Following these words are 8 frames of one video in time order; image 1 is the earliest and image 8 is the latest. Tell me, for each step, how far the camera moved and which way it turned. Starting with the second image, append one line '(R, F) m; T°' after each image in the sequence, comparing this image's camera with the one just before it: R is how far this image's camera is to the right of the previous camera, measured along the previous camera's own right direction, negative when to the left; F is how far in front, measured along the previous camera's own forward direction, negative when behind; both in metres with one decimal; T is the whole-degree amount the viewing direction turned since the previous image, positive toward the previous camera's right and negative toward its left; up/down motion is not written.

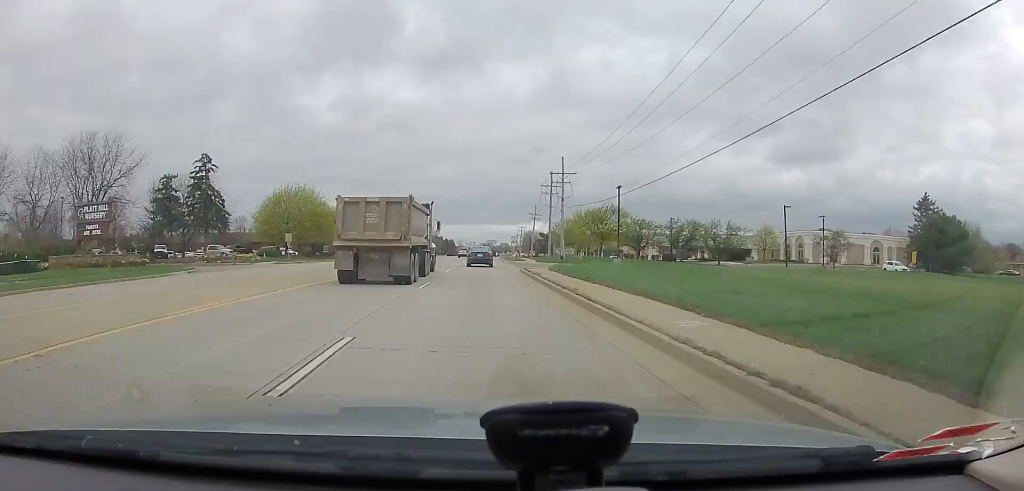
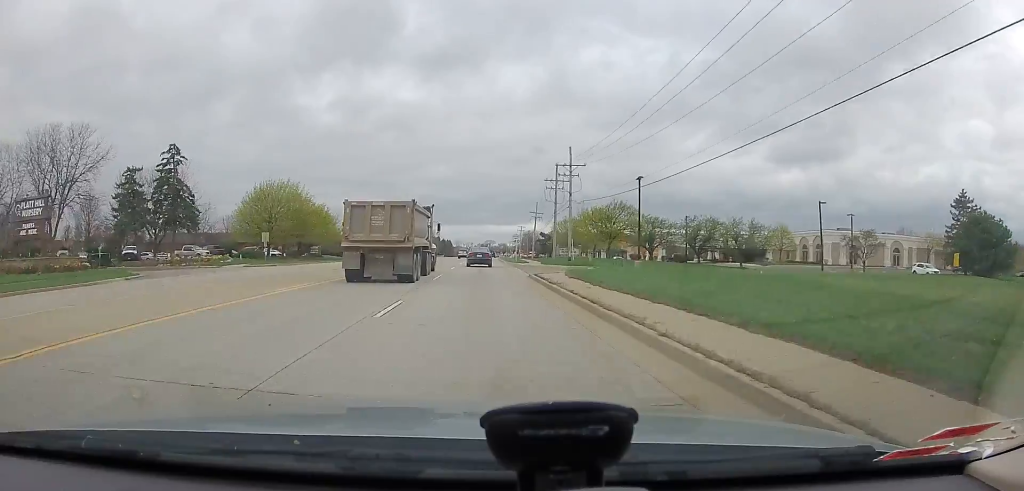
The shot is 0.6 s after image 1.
(+0.1, +6.5) m; 0°
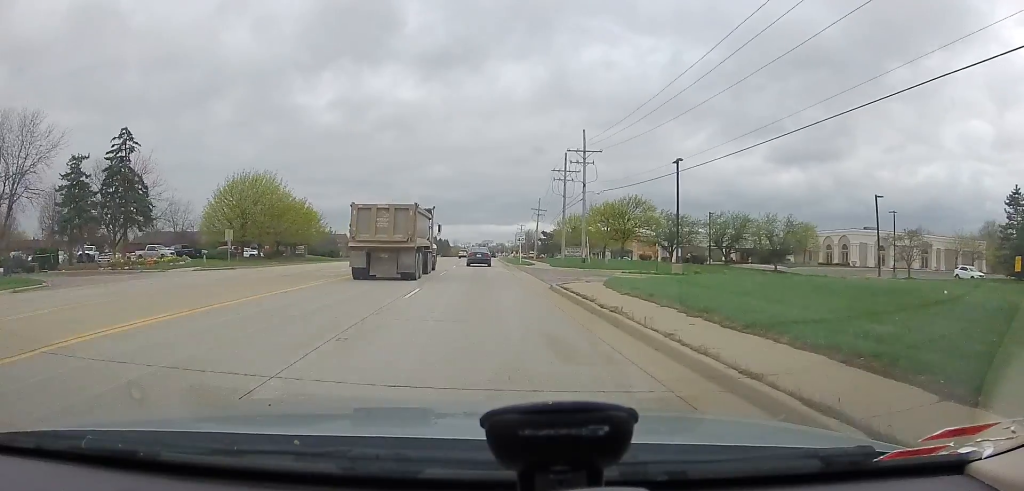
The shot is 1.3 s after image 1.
(-0.2, +8.0) m; 0°
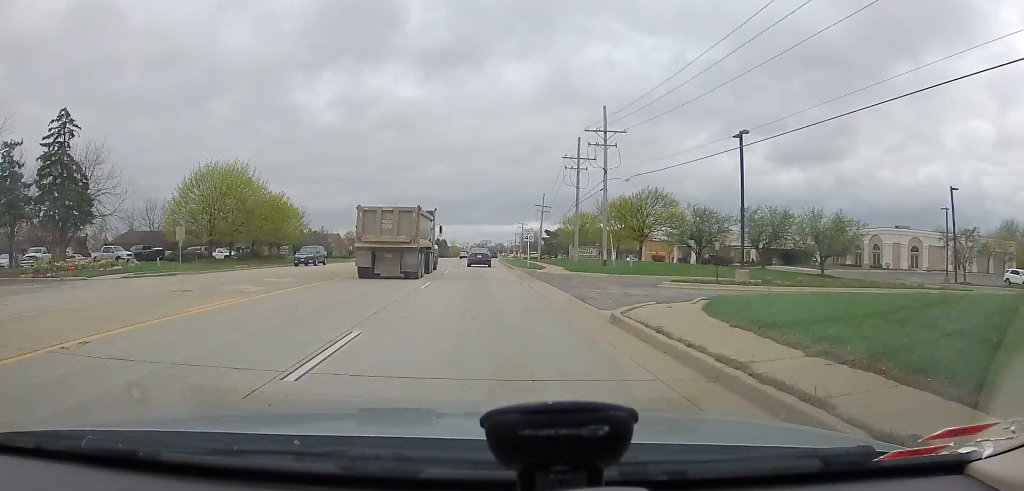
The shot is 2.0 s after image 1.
(+0.1, +8.2) m; +1°
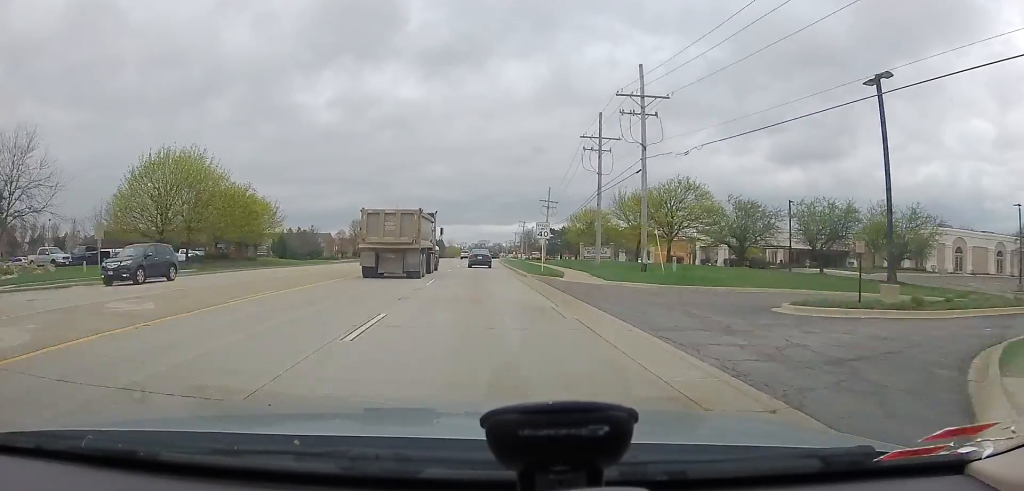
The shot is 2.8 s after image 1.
(+0.1, +9.6) m; 0°
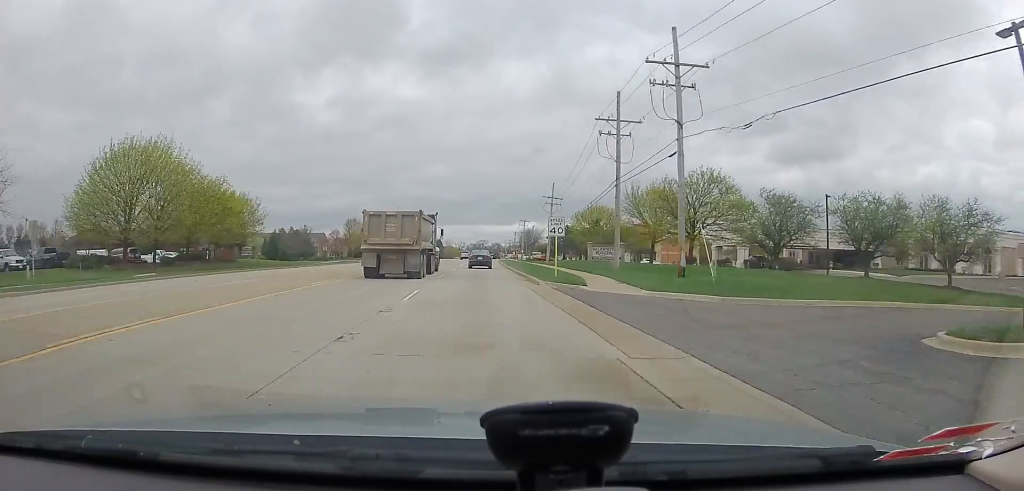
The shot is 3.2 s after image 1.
(0.0, +5.7) m; 0°
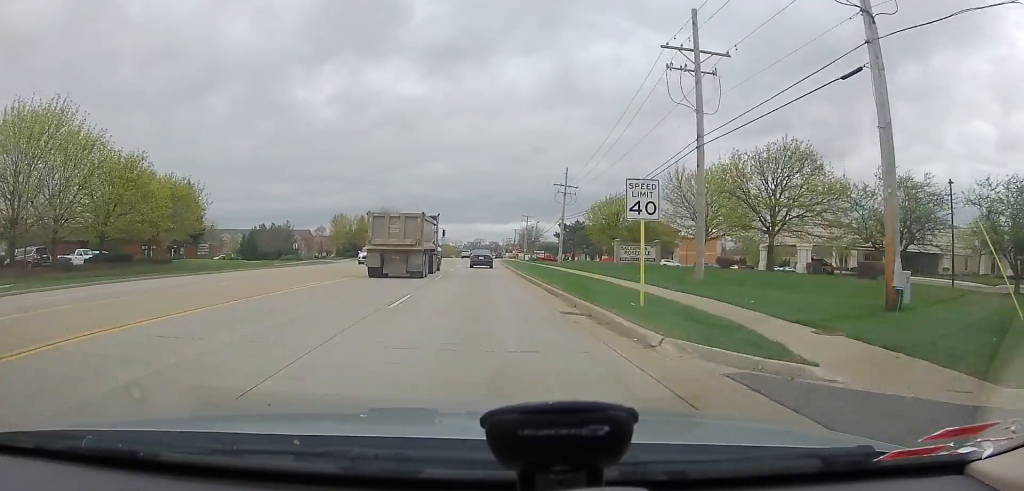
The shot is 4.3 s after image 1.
(-0.2, +13.6) m; 0°
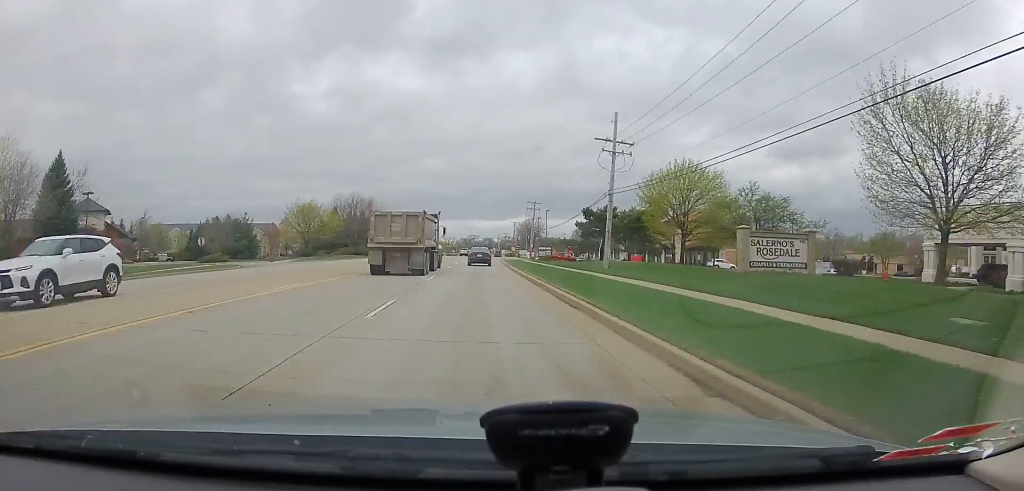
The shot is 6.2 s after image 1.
(+0.4, +26.1) m; +2°
